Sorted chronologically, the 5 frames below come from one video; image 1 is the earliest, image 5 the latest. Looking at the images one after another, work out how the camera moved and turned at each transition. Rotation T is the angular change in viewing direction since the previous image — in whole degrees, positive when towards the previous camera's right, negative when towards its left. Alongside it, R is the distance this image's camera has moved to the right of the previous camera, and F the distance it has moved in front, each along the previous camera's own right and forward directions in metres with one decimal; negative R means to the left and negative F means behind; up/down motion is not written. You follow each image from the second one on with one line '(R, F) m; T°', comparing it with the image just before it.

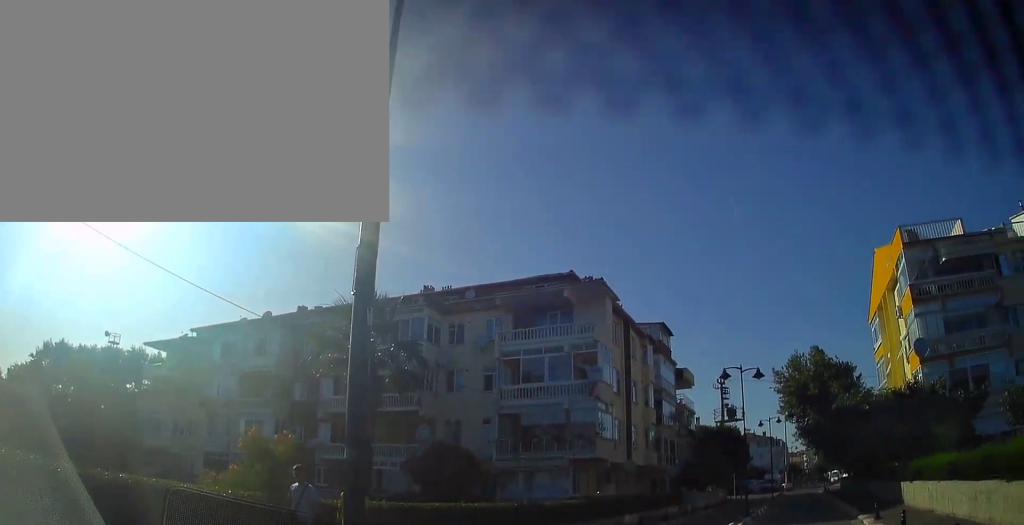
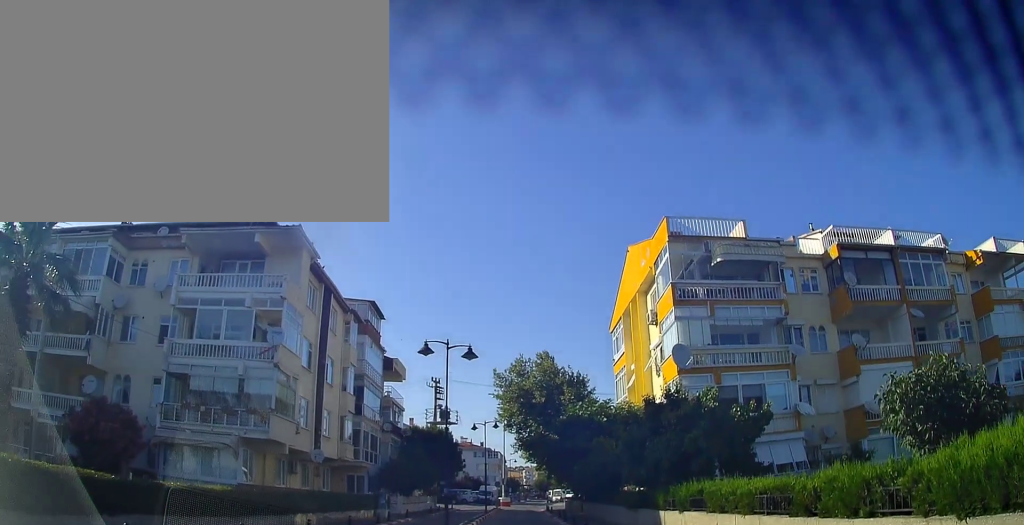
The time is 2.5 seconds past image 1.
(+1.0, +4.8) m; +13°
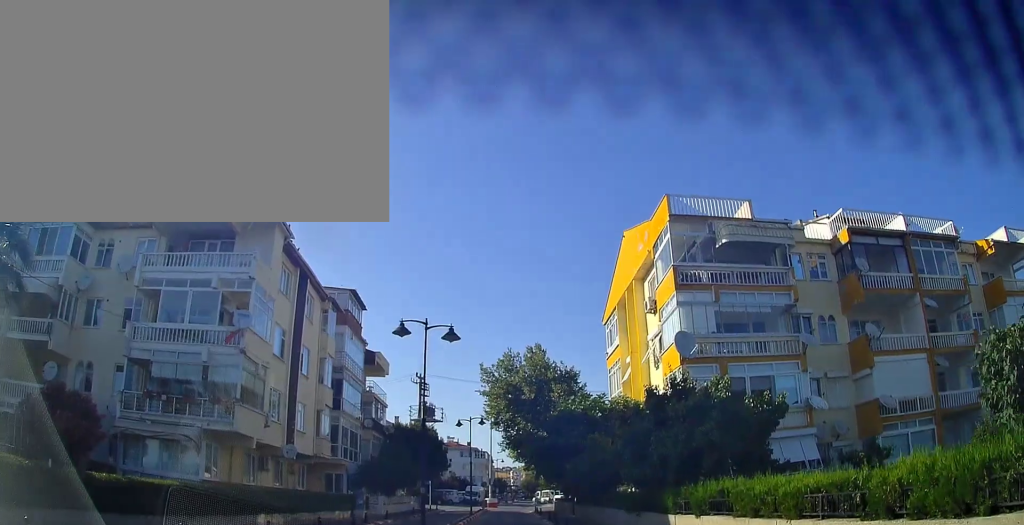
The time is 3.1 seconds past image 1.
(0.0, +1.8) m; -1°
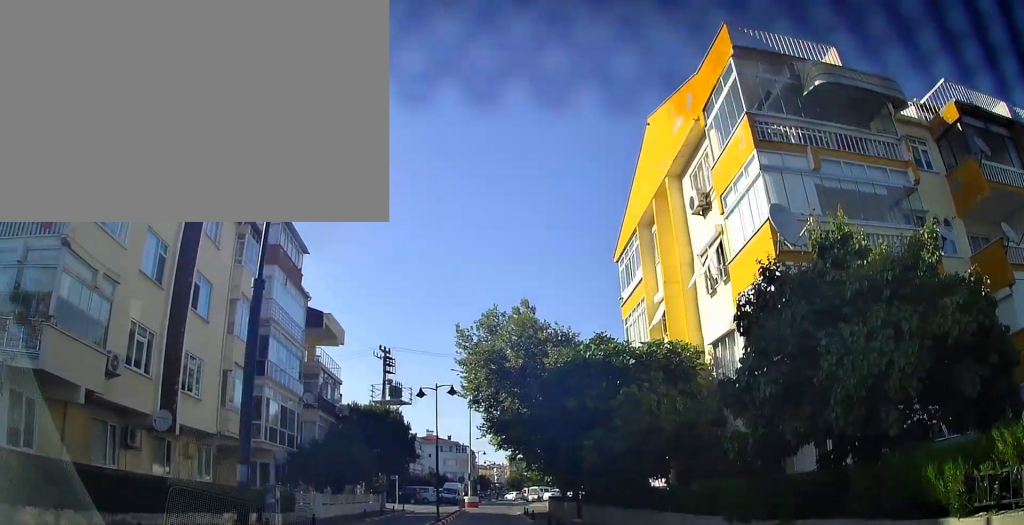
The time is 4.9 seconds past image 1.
(-0.3, +8.6) m; -1°
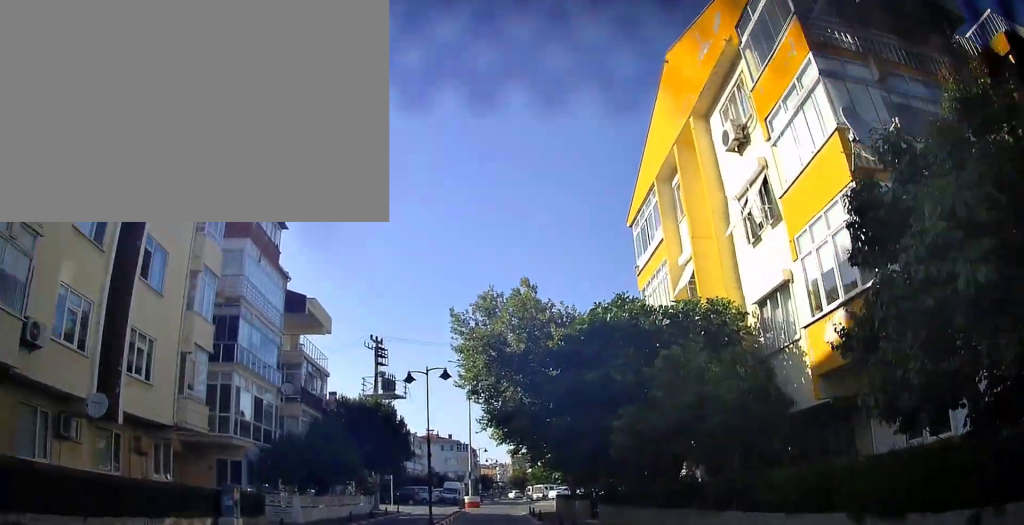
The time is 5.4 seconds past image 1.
(0.0, +3.4) m; 0°
